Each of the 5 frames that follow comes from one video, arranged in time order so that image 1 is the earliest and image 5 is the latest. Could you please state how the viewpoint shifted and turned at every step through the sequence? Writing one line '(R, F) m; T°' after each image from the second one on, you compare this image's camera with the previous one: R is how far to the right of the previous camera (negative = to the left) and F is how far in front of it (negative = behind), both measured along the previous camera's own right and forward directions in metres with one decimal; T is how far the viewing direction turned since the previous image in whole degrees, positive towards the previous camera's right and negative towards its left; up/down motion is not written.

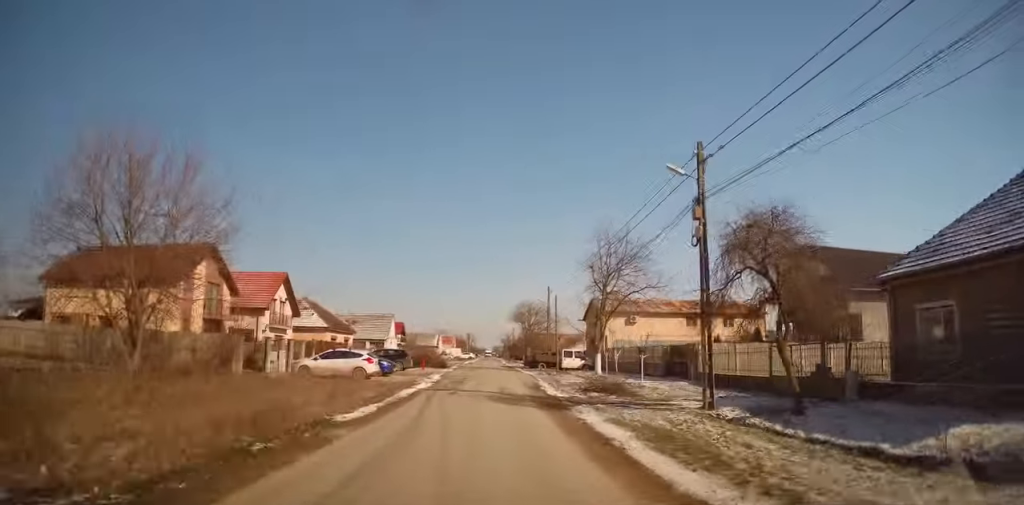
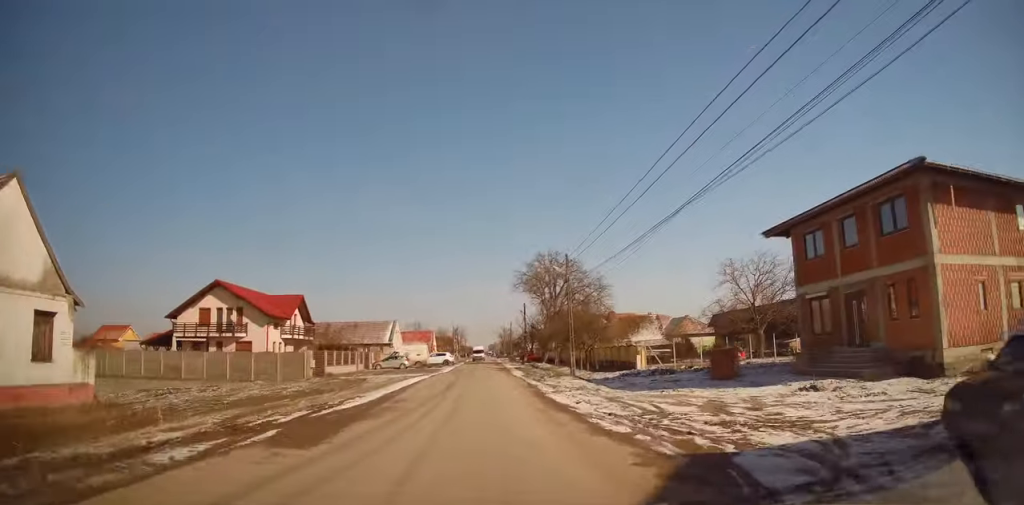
(+0.7, +57.8) m; +1°
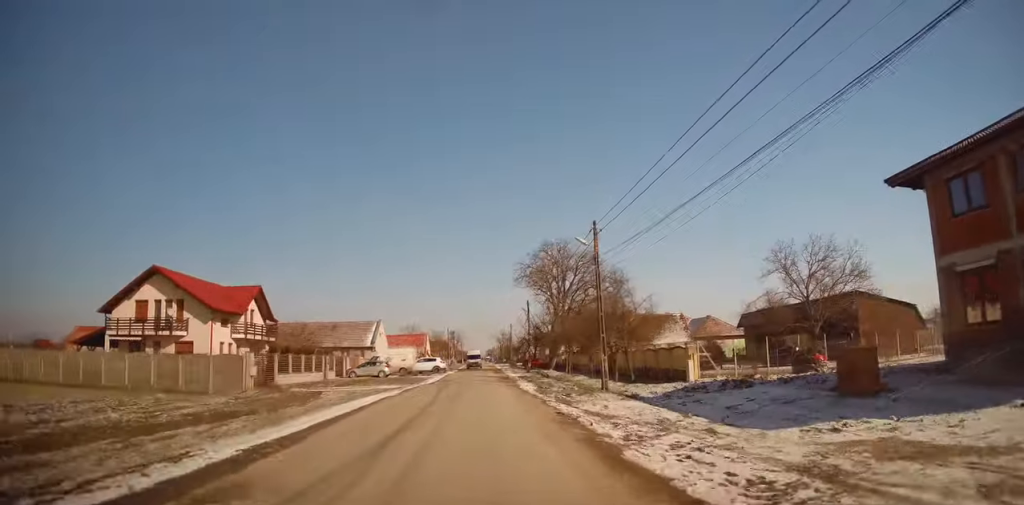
(0.0, +9.9) m; +2°
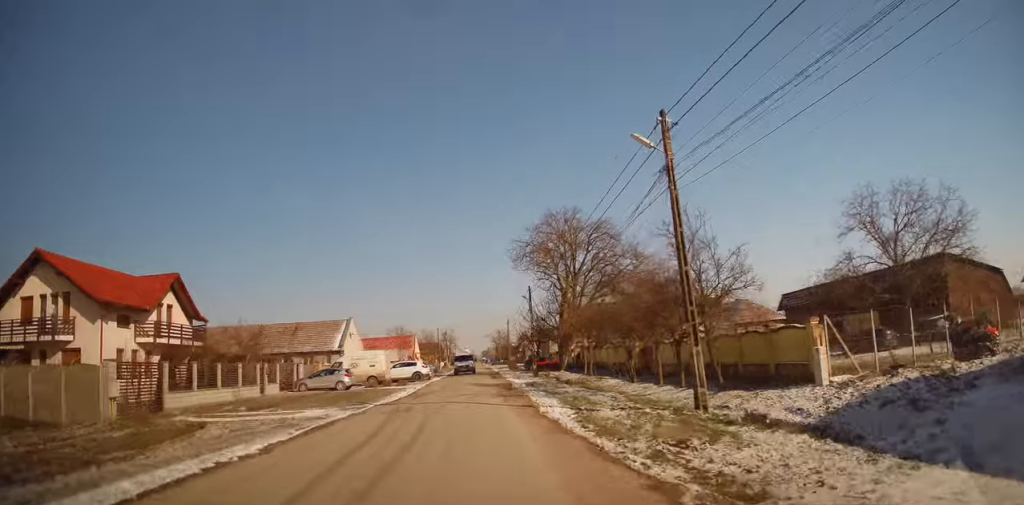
(+0.3, +11.9) m; +1°
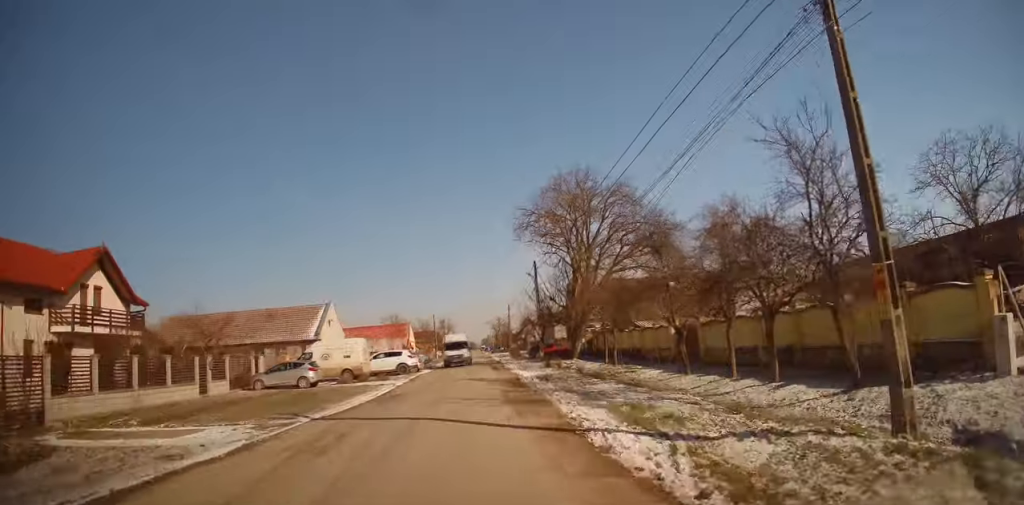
(+0.1, +7.3) m; 0°
